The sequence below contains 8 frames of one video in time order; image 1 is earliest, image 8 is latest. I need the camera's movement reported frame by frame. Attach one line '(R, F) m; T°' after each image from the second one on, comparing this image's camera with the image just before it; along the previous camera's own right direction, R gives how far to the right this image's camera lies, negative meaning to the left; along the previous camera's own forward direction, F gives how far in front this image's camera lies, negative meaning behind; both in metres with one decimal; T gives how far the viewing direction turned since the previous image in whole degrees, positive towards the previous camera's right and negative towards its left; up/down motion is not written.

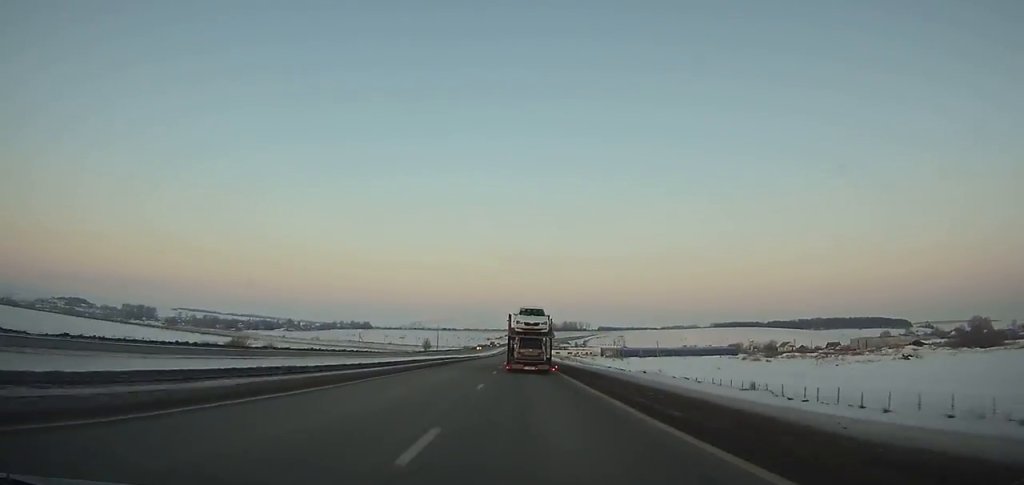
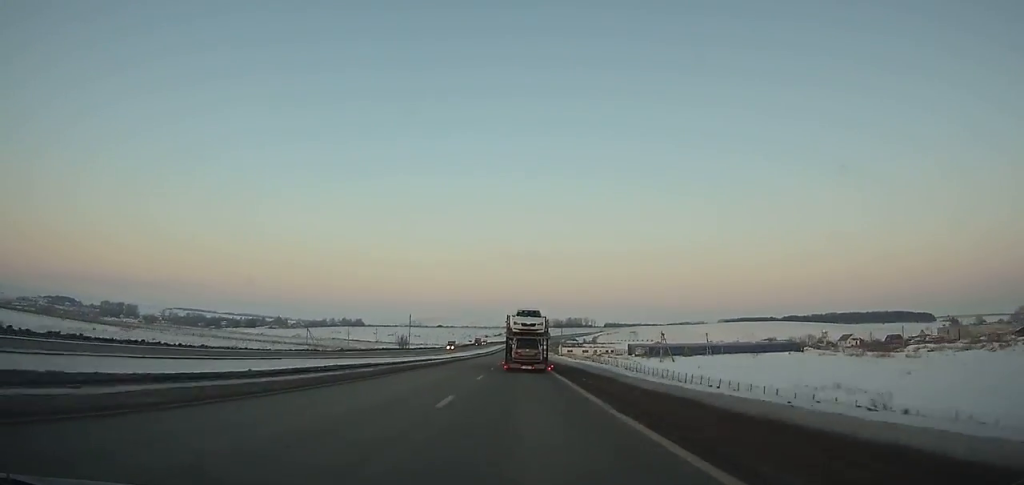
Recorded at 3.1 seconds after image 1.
(0.0, +79.0) m; 0°
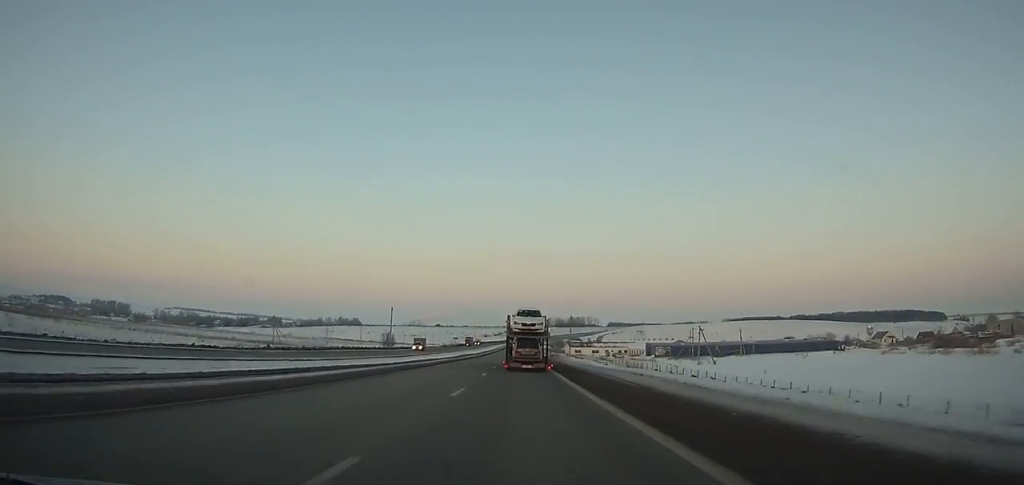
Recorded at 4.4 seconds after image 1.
(0.0, +33.4) m; 0°
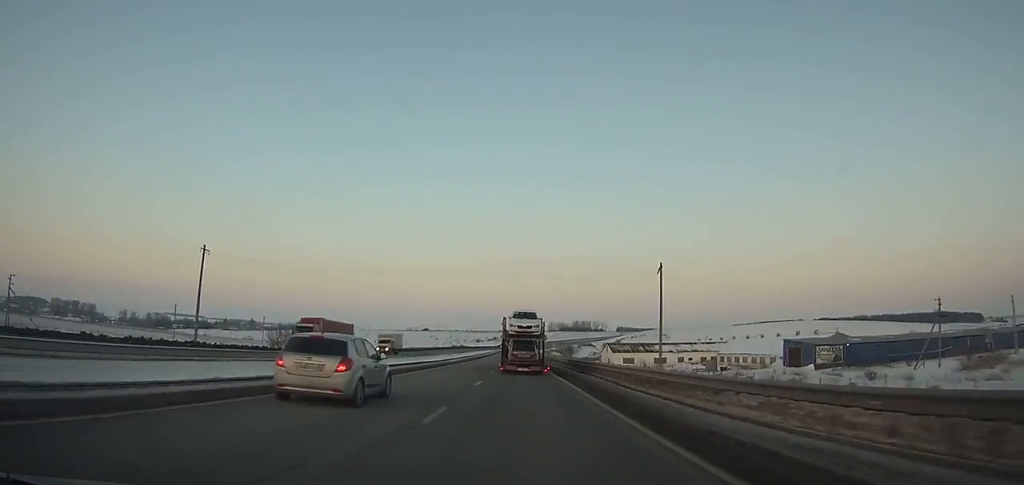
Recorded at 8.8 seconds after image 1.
(-0.1, +115.6) m; 0°
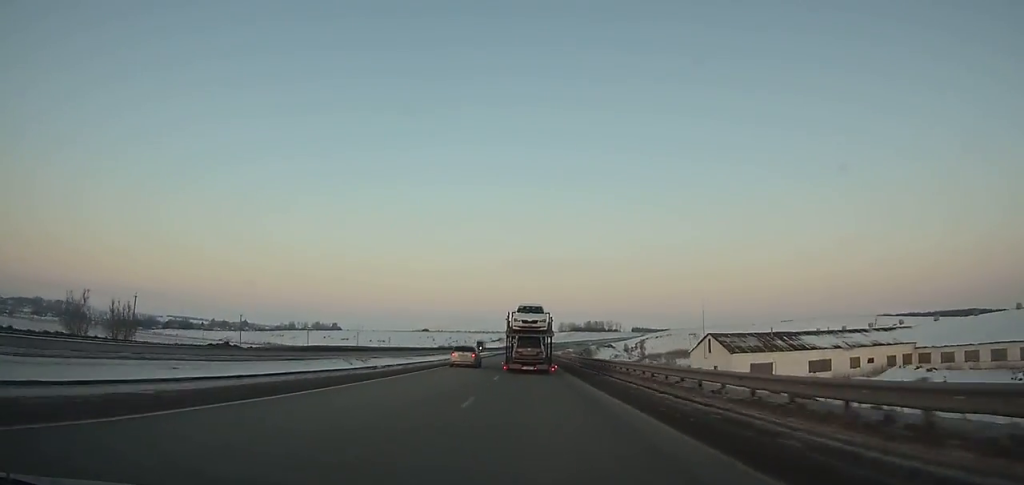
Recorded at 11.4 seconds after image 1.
(-0.3, +71.0) m; 0°
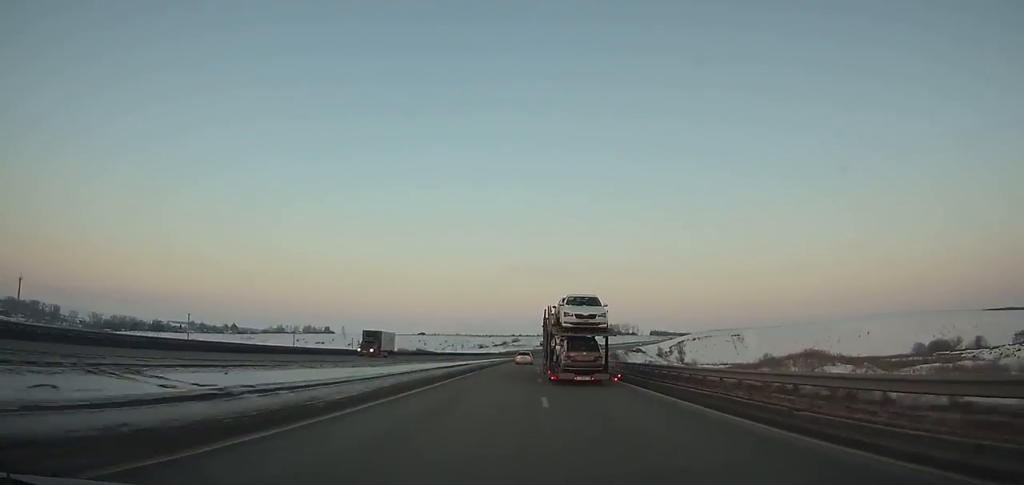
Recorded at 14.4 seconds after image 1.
(-0.2, +84.8) m; +1°
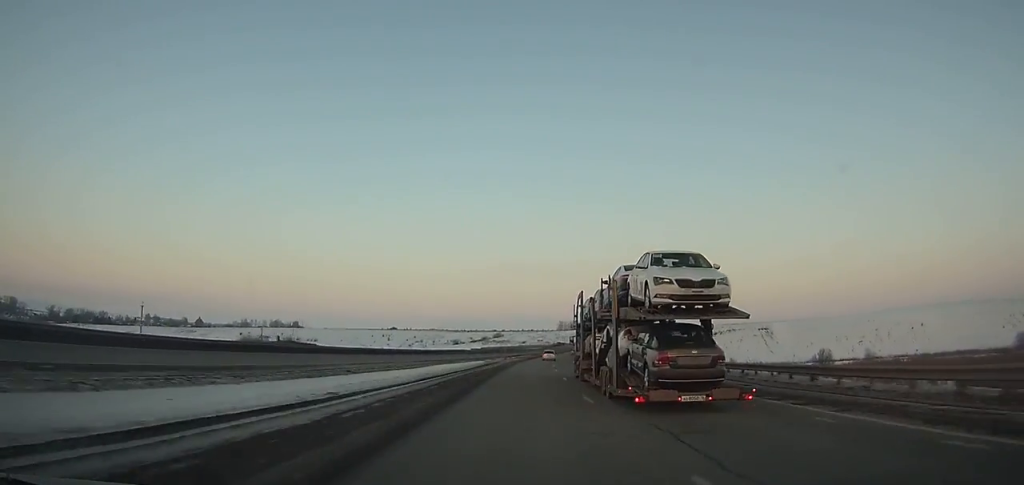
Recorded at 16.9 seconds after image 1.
(+0.8, +72.5) m; +2°
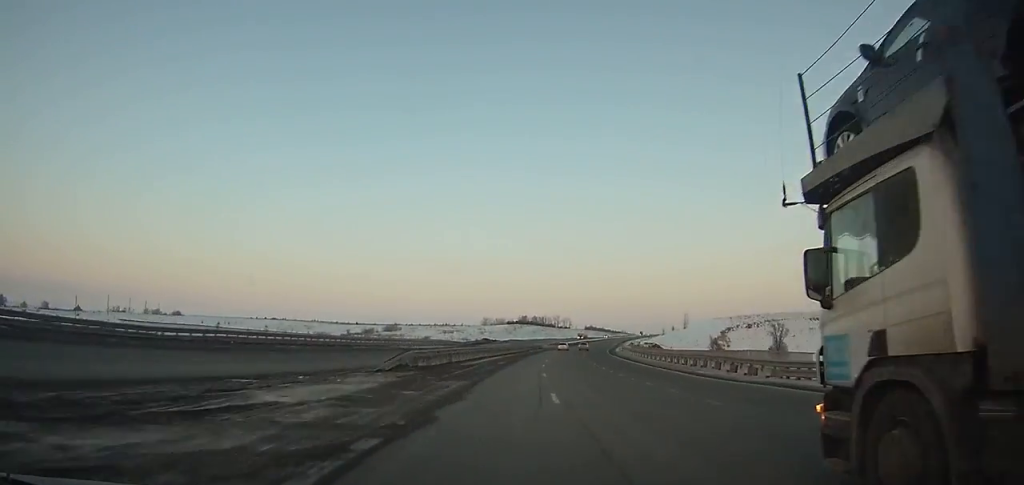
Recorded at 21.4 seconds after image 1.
(+7.6, +132.4) m; +8°
